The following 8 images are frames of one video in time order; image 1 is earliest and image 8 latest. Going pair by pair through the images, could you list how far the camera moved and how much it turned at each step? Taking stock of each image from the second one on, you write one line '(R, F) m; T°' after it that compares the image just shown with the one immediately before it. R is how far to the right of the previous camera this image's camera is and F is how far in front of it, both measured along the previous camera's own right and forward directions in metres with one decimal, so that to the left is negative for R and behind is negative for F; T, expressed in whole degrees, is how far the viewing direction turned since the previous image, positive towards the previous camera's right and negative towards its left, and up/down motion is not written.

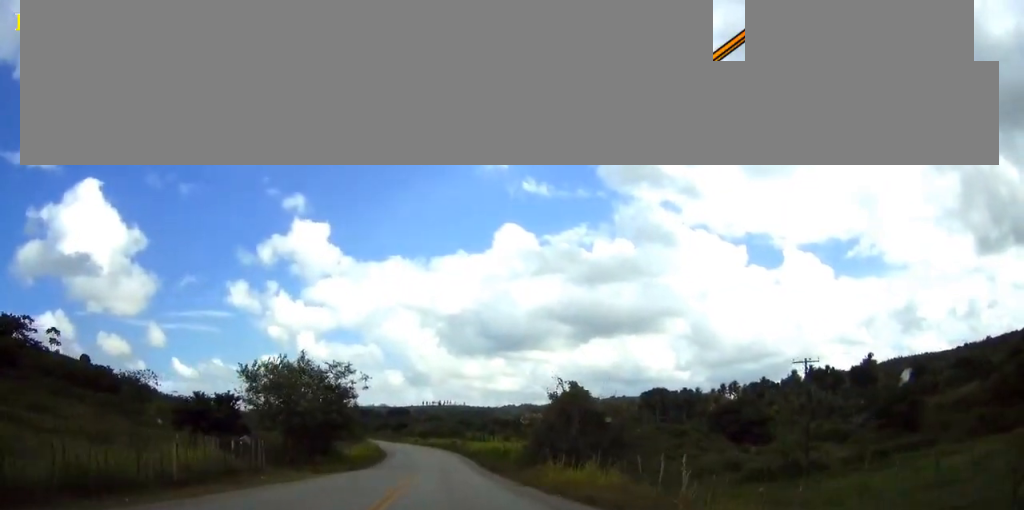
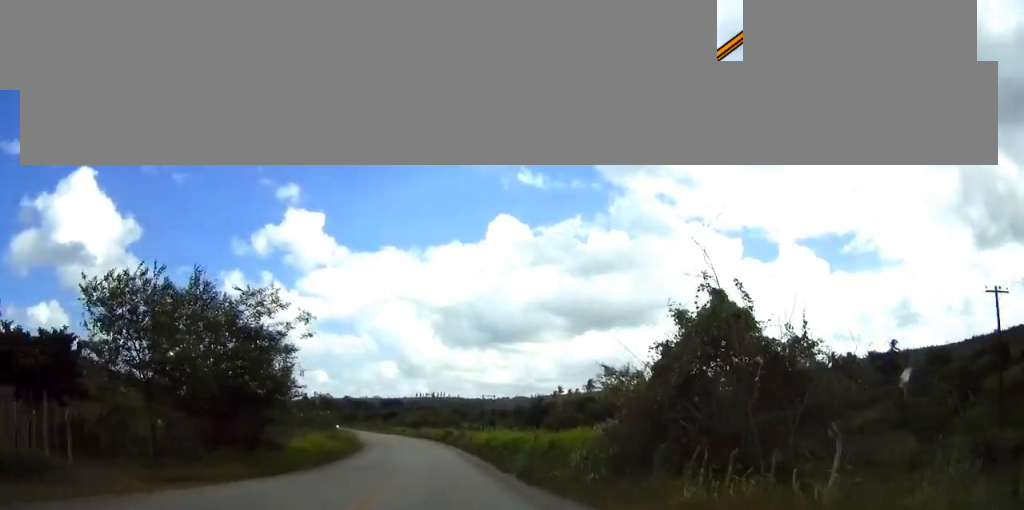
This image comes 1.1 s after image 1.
(+0.1, +20.1) m; 0°
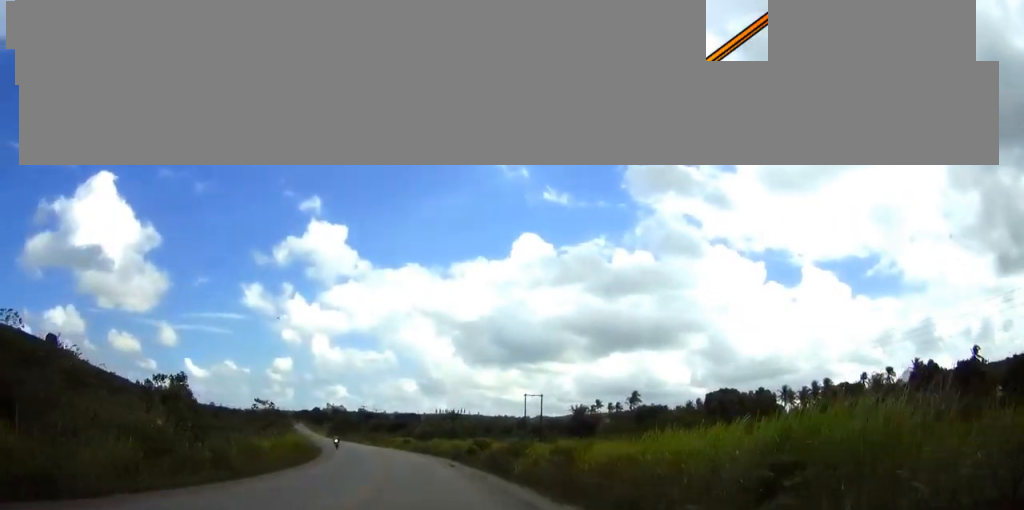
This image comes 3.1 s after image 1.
(-0.3, +40.1) m; -2°
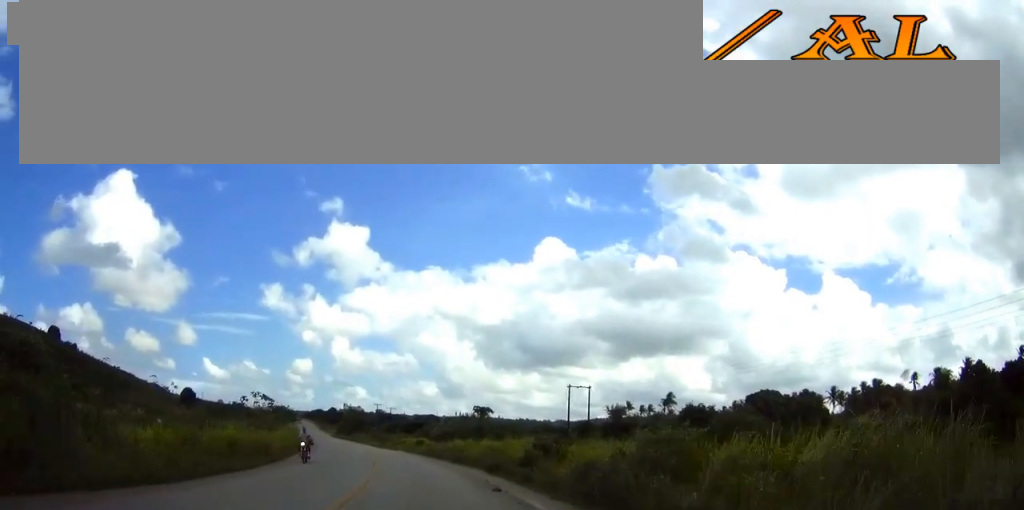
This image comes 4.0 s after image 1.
(-0.3, +17.2) m; -2°
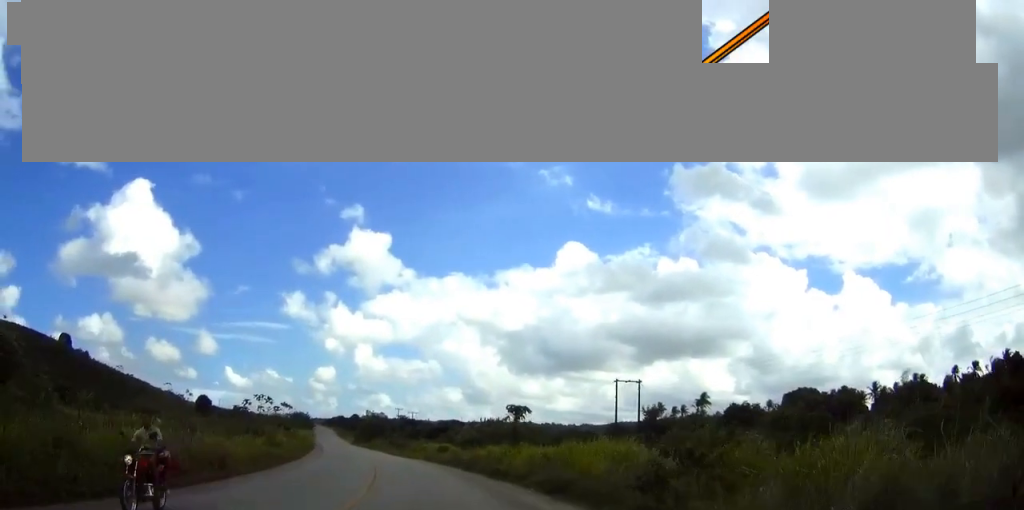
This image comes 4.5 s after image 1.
(-0.1, +9.9) m; -2°
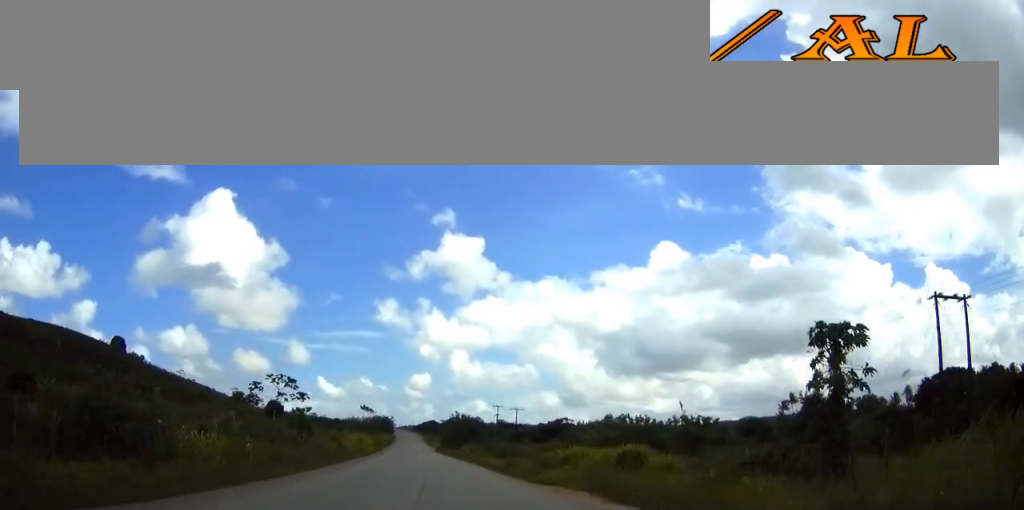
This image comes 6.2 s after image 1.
(-2.0, +33.5) m; -7°
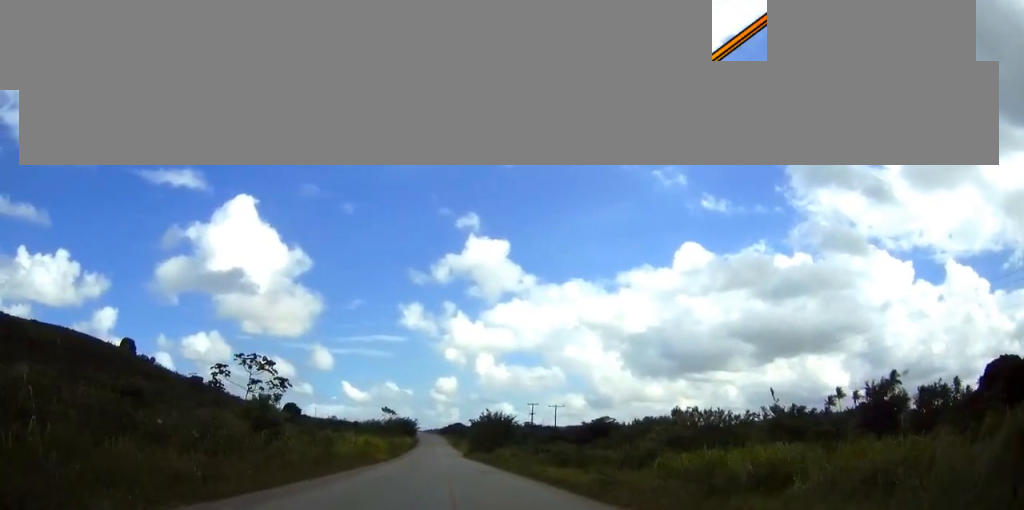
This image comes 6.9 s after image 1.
(-0.4, +14.9) m; -1°
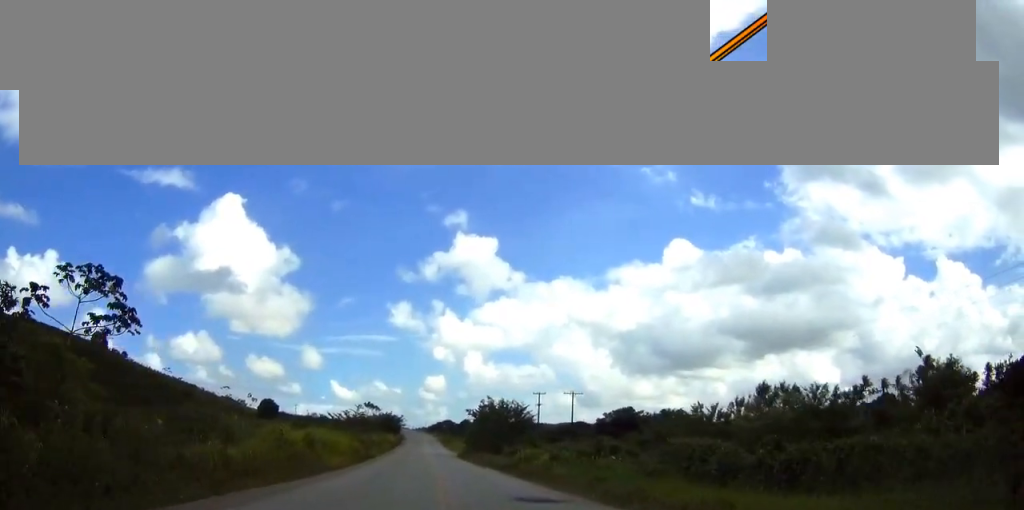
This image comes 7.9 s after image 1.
(-0.2, +20.5) m; 0°
